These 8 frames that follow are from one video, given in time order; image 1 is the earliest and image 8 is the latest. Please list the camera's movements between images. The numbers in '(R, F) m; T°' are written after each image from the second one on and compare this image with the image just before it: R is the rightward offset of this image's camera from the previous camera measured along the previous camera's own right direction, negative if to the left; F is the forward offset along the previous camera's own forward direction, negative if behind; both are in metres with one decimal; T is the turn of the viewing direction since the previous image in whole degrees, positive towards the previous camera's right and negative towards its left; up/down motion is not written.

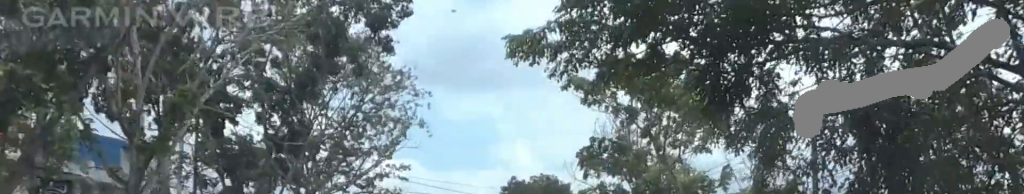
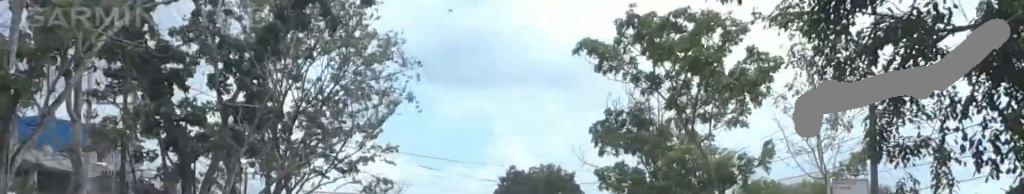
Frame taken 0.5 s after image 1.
(-0.1, +5.4) m; +1°
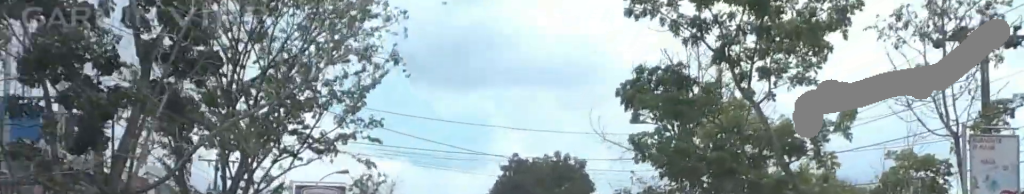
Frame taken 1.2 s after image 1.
(+0.2, +6.8) m; 0°
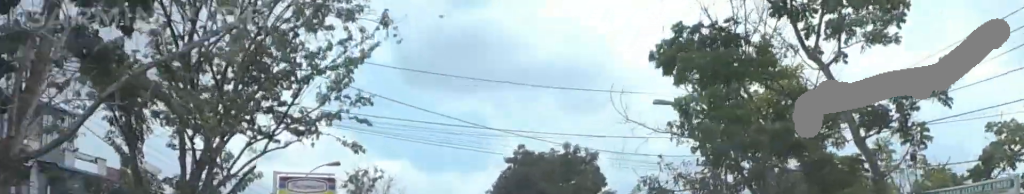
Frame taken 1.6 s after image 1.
(+0.1, +5.1) m; 0°
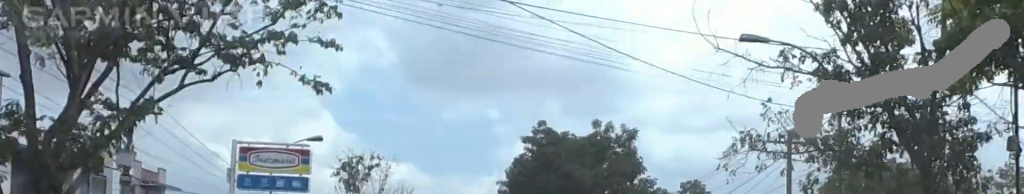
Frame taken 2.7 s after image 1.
(-0.3, +10.9) m; -2°
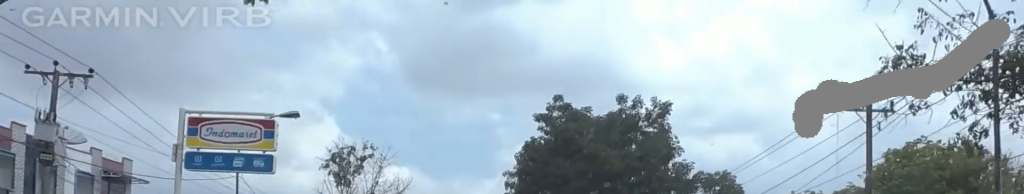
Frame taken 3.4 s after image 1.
(0.0, +7.9) m; 0°
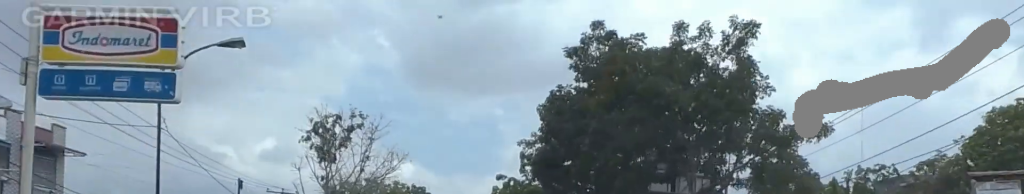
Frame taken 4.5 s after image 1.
(0.0, +11.3) m; +2°
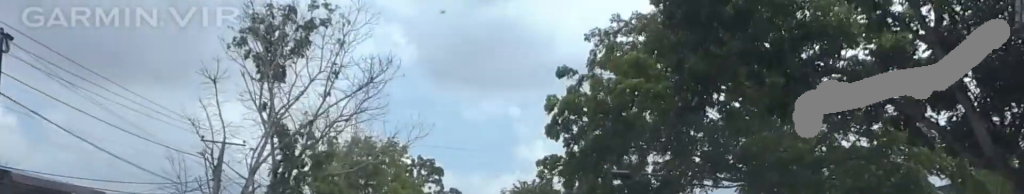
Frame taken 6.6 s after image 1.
(0.0, +22.1) m; -2°
